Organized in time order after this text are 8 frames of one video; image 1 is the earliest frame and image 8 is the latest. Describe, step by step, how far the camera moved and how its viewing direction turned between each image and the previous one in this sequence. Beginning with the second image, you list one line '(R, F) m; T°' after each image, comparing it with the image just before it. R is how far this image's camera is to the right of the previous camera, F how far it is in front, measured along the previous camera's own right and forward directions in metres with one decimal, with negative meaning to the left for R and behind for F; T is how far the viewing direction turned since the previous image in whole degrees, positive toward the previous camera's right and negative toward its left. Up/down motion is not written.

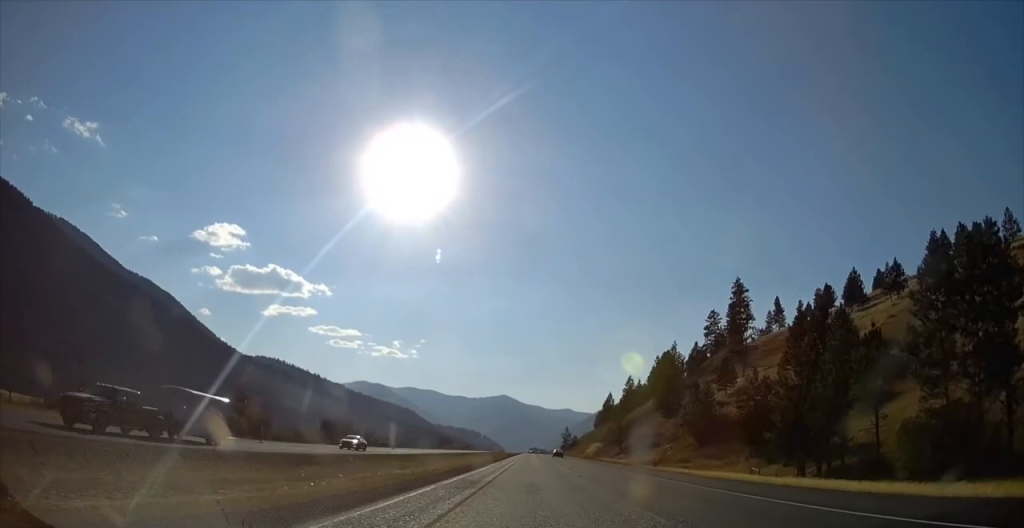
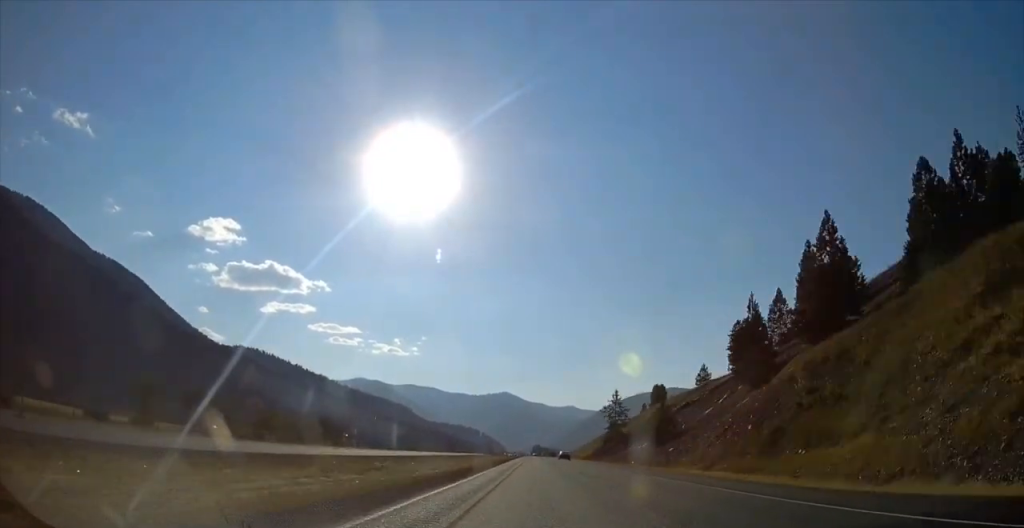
(-0.4, +215.1) m; 0°
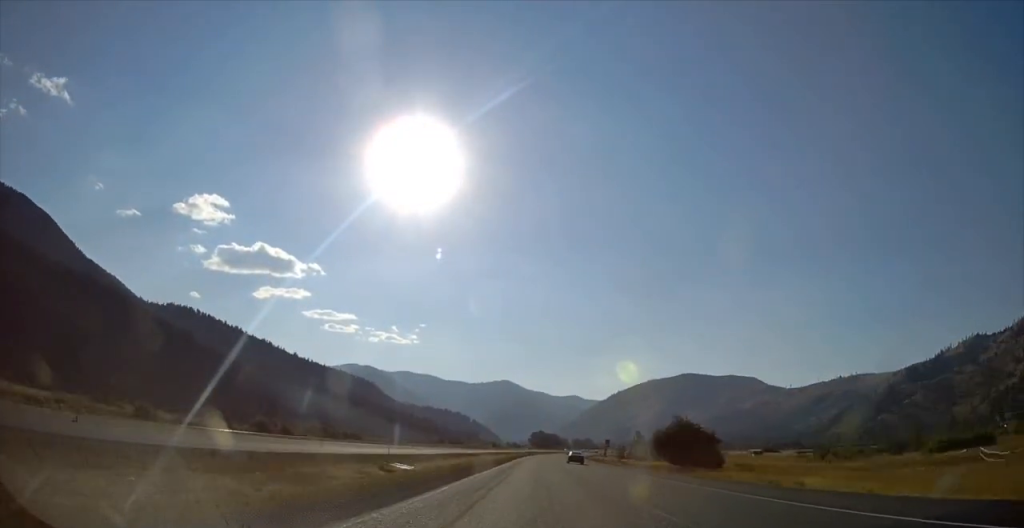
(+8.2, +474.9) m; +4°
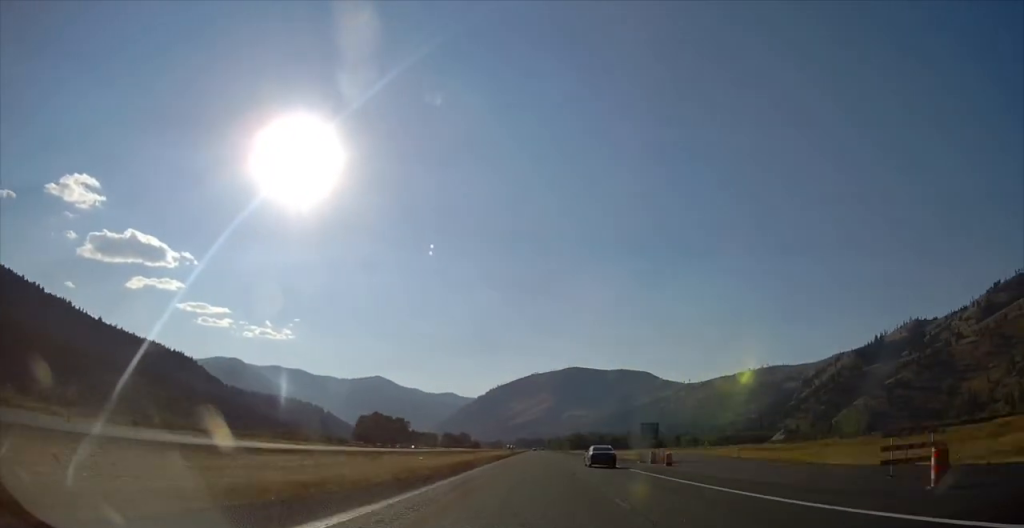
(+21.3, +383.5) m; +5°
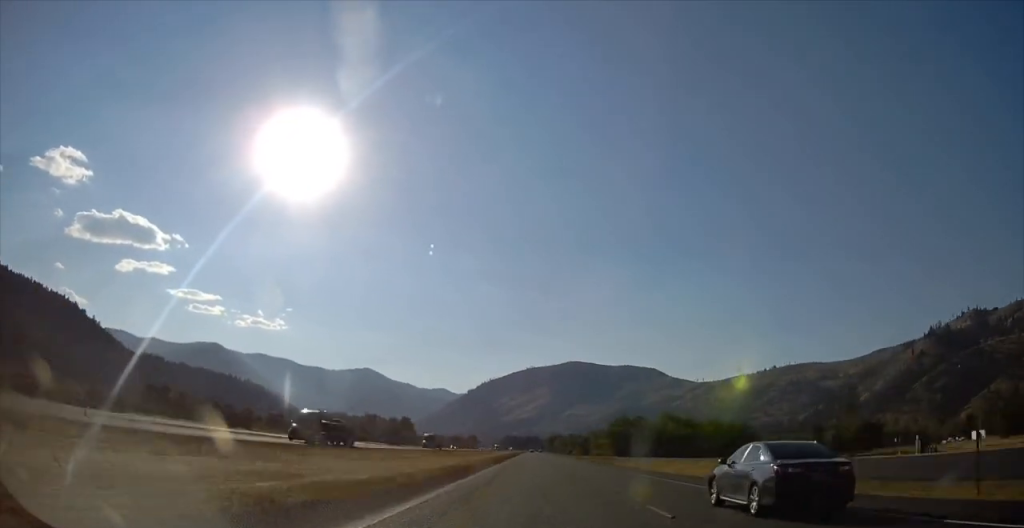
(+7.3, +386.5) m; +1°
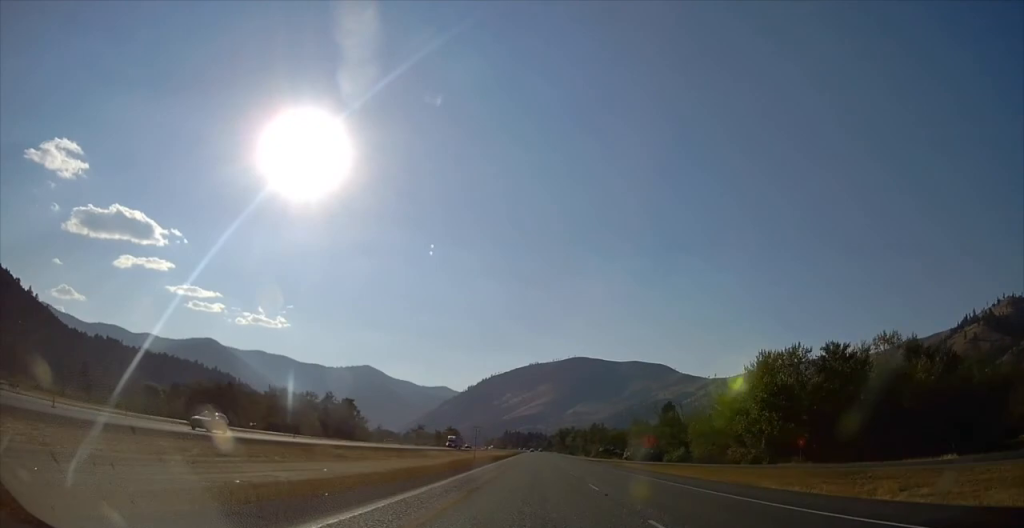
(0.0, +178.0) m; -1°
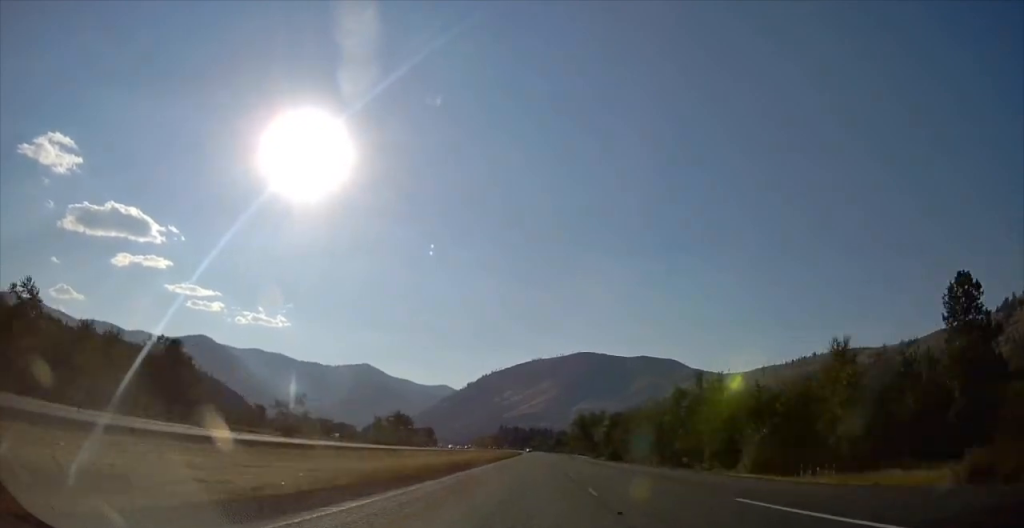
(-0.1, +188.1) m; -1°
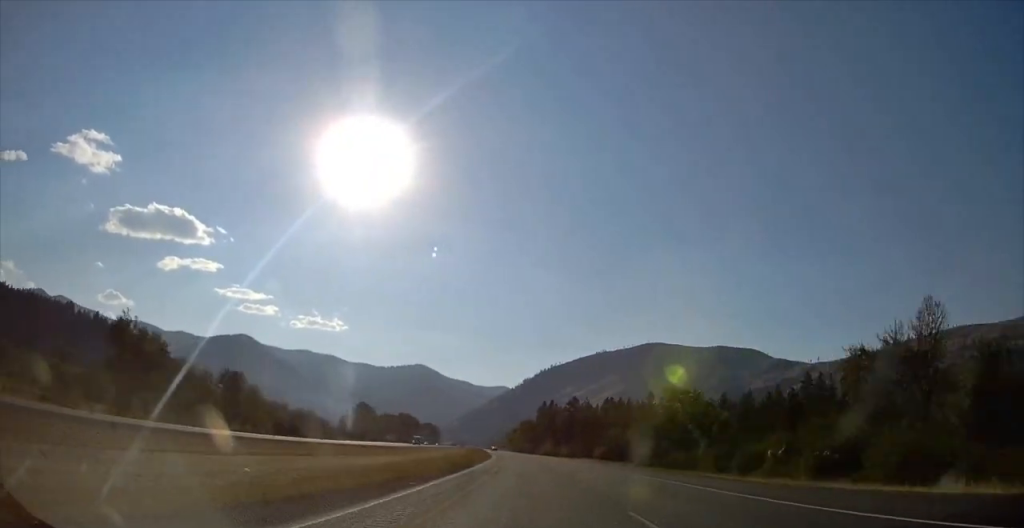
(-15.7, +368.0) m; -5°
